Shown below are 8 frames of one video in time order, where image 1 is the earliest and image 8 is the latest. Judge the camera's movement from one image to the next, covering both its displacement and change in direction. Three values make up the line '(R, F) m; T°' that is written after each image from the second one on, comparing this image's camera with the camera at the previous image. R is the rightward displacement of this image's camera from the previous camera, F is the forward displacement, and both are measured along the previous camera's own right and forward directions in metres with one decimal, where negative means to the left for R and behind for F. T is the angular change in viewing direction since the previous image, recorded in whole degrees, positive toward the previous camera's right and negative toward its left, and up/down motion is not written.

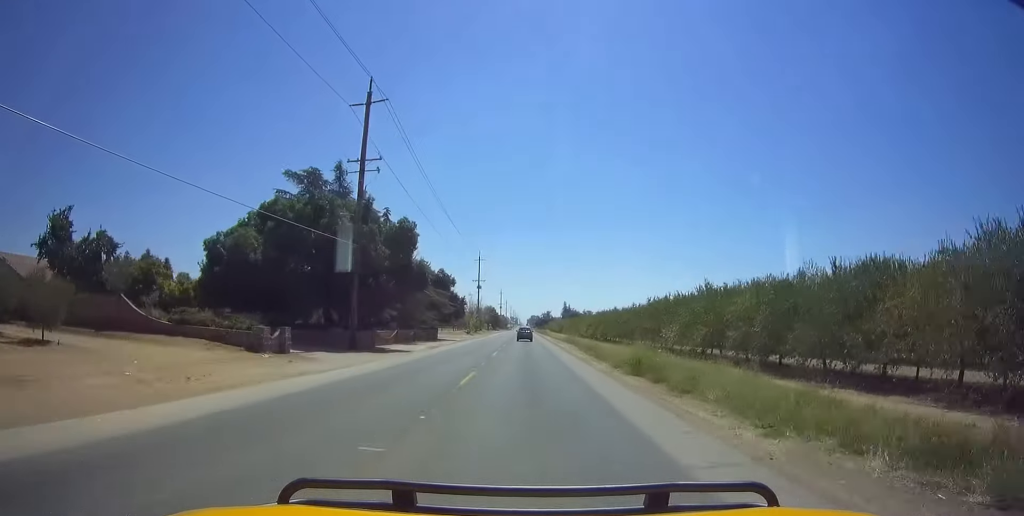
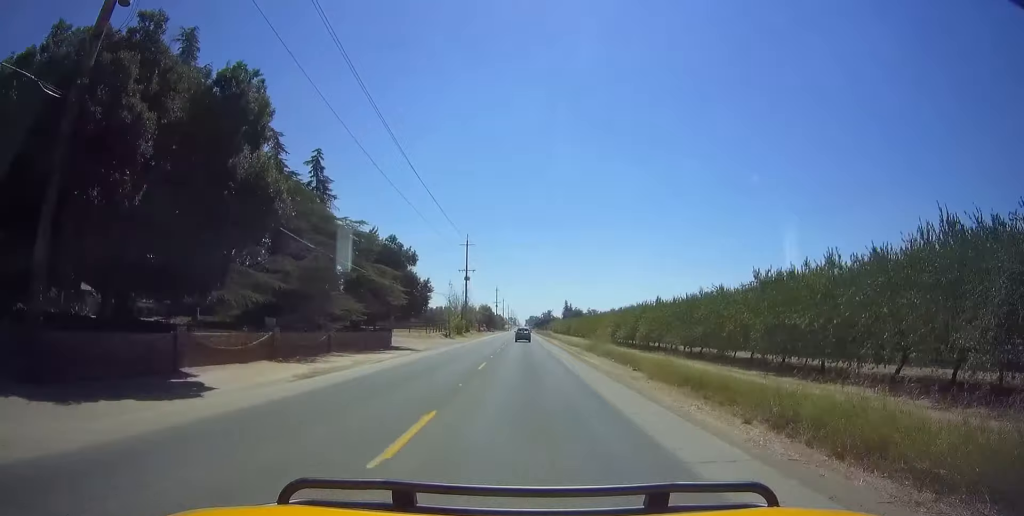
(-0.4, +23.4) m; 0°
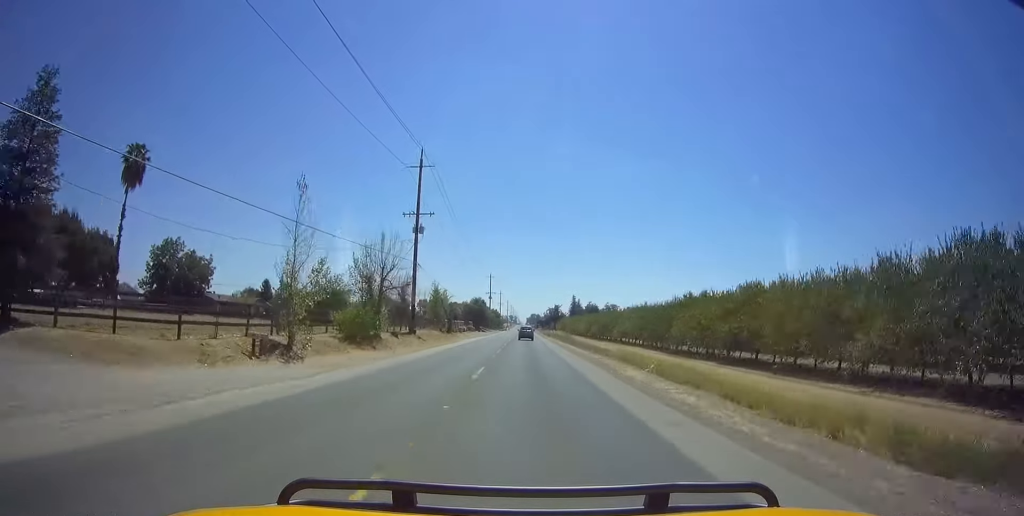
(+1.2, +48.0) m; +1°
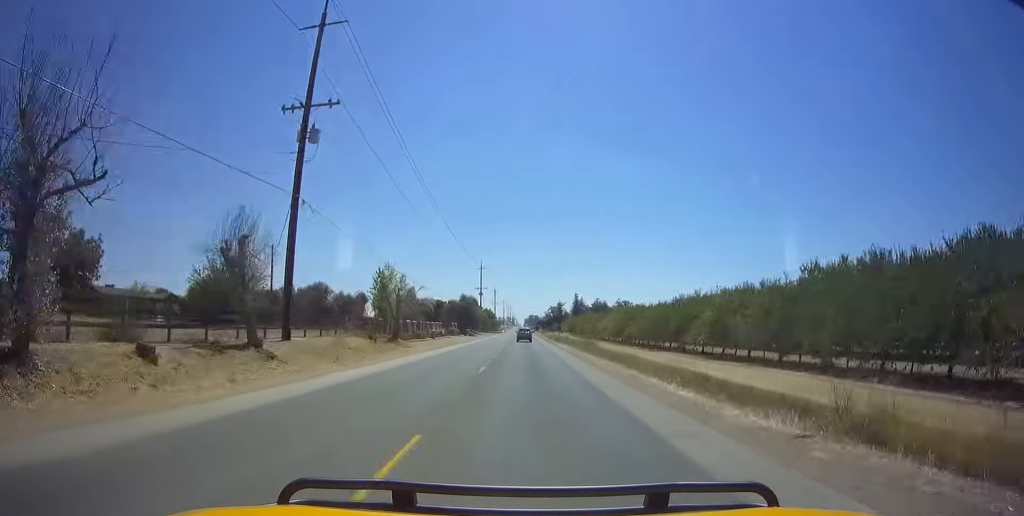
(0.0, +27.2) m; 0°
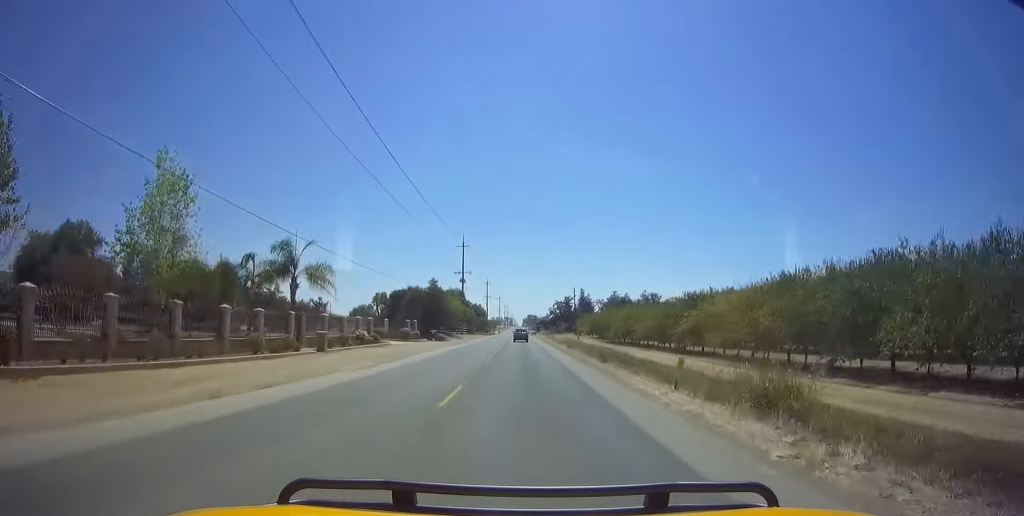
(0.0, +37.1) m; 0°
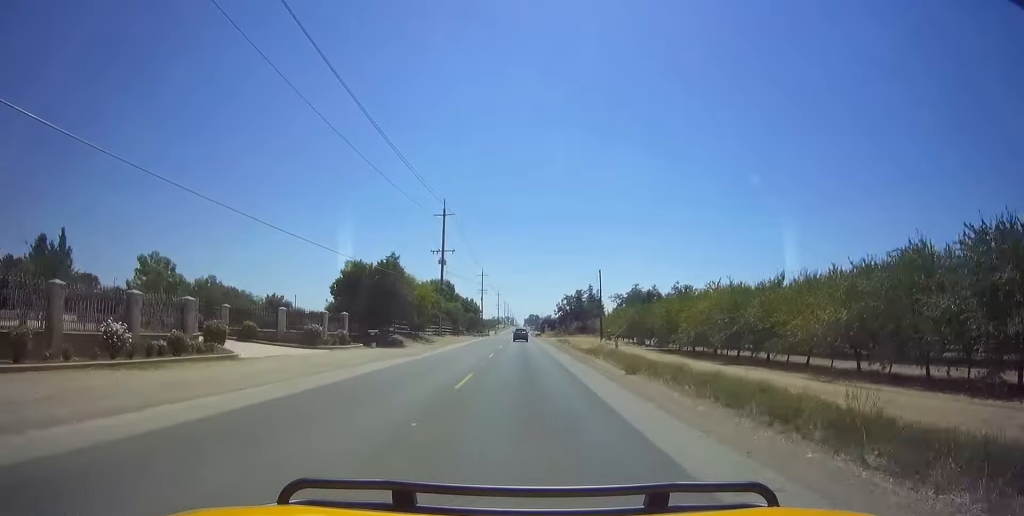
(0.0, +26.1) m; 0°
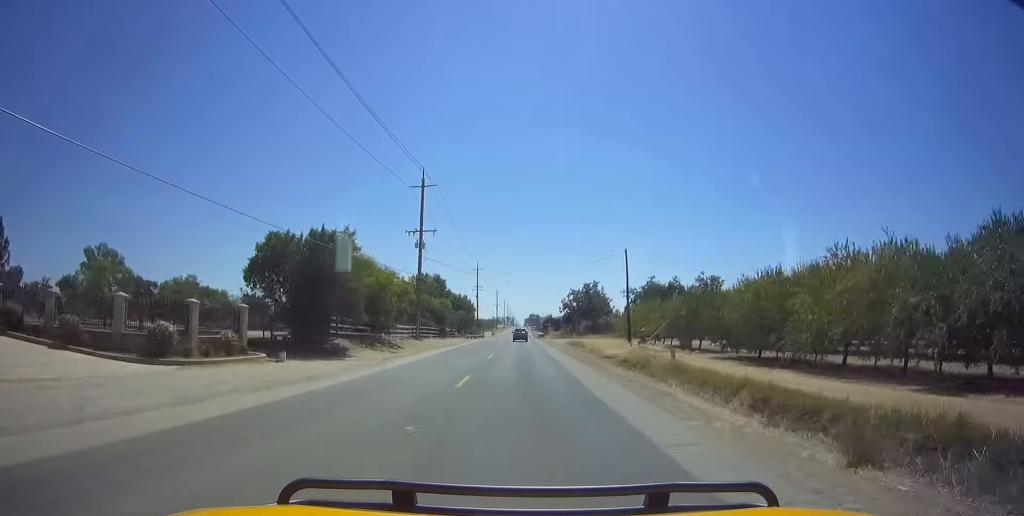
(0.0, +14.8) m; -1°
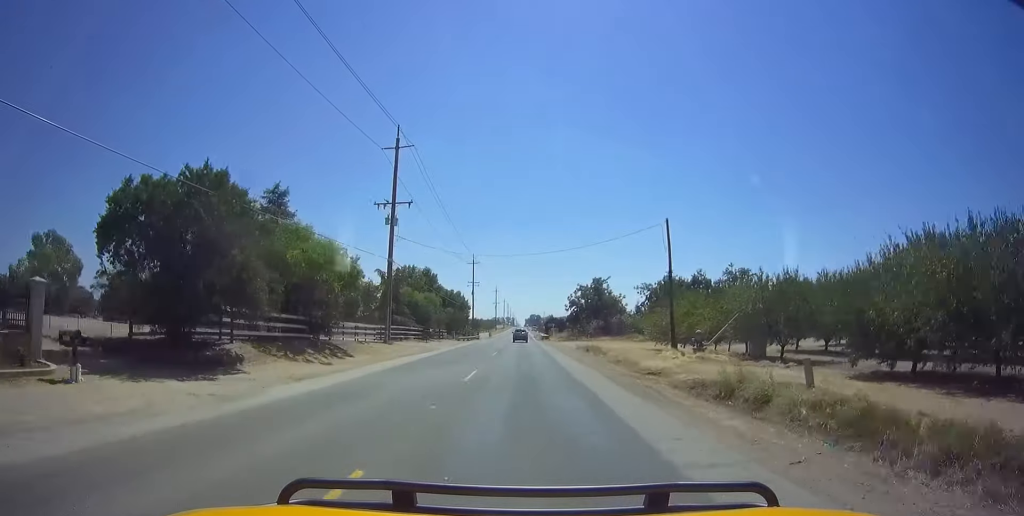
(+0.1, +12.4) m; -1°
